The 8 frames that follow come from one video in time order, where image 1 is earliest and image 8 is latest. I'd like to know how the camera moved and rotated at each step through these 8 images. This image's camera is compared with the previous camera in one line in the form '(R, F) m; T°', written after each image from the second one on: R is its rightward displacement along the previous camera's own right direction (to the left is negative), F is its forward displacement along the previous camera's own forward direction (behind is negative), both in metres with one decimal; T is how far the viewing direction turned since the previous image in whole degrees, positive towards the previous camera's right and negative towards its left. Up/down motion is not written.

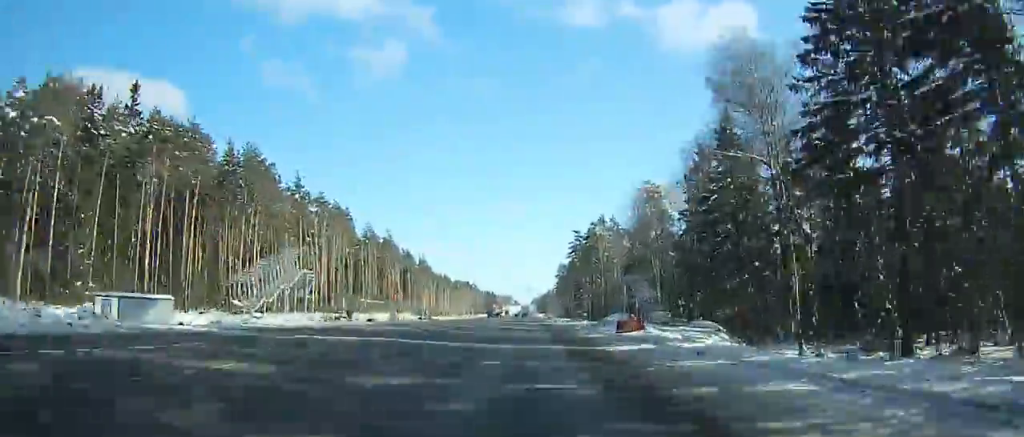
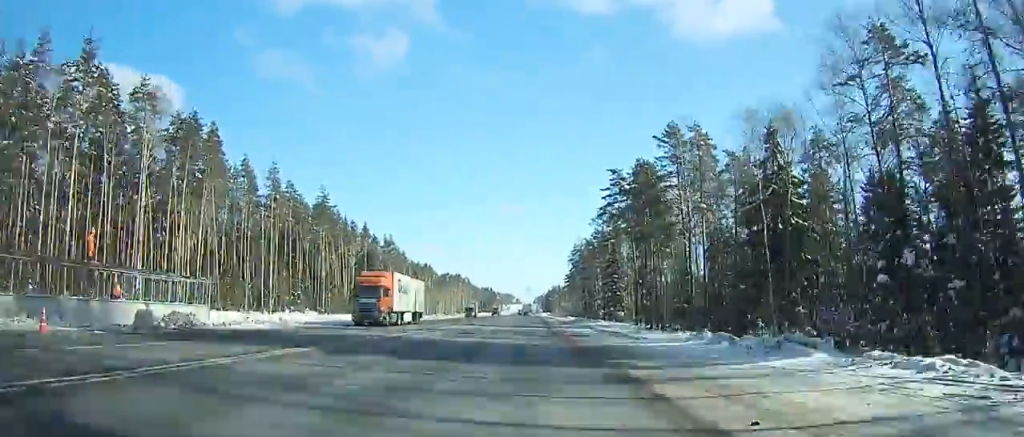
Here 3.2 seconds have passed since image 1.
(+1.1, +71.8) m; +1°
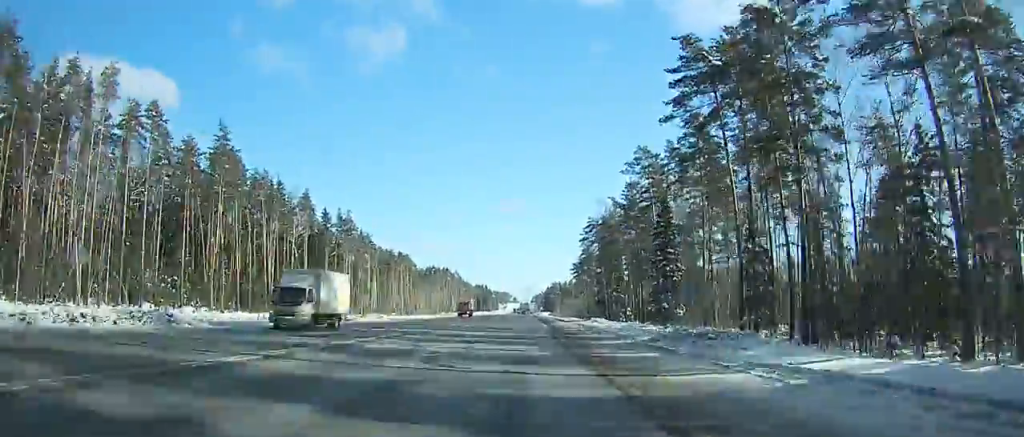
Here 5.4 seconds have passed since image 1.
(0.0, +49.9) m; 0°
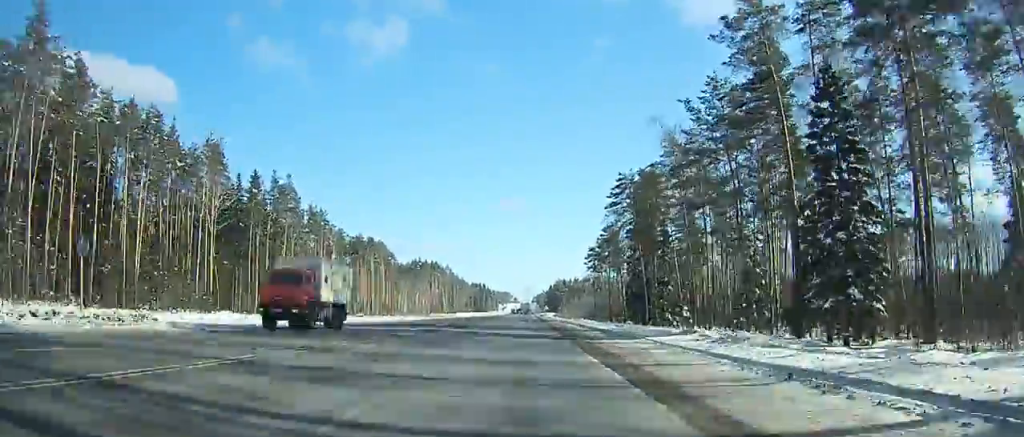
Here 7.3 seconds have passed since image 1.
(+0.1, +43.7) m; 0°
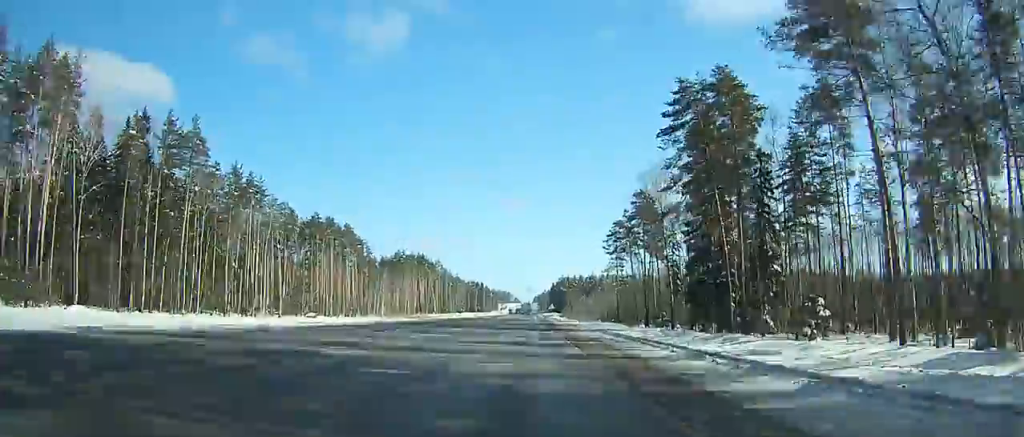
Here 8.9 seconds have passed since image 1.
(0.0, +37.0) m; 0°
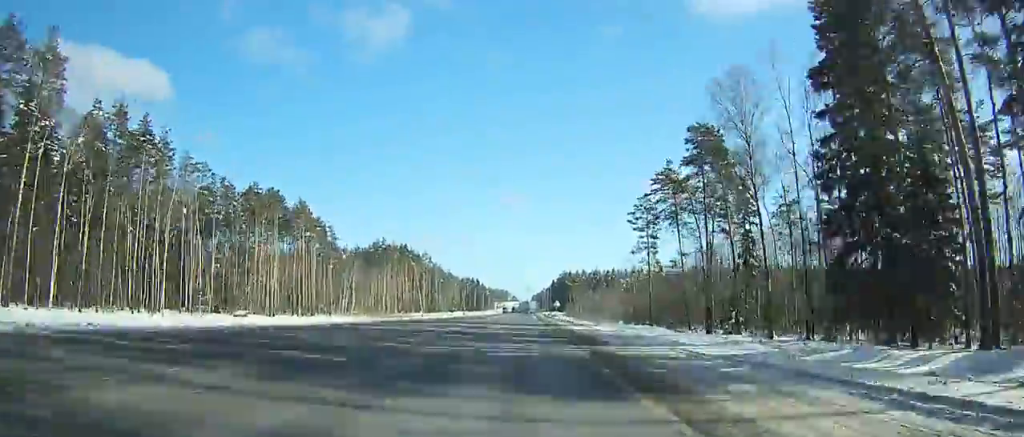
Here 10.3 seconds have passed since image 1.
(-0.1, +32.6) m; 0°
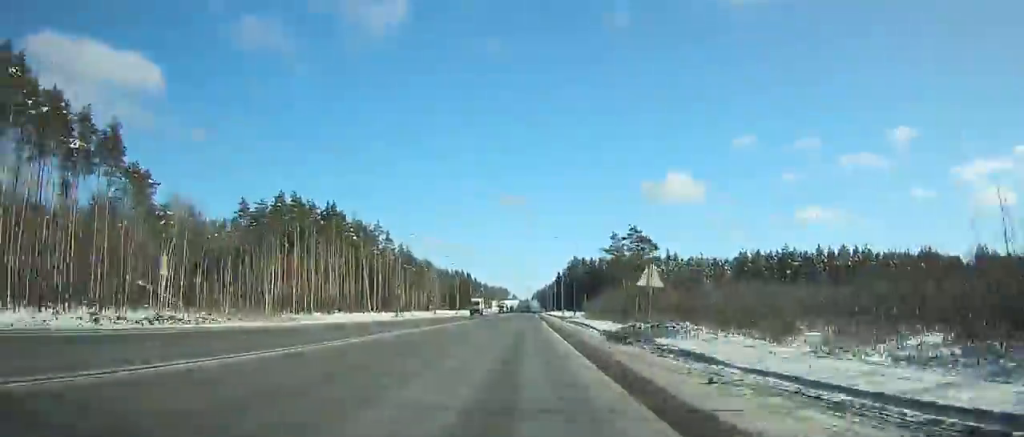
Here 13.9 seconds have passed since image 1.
(+0.3, +84.3) m; 0°
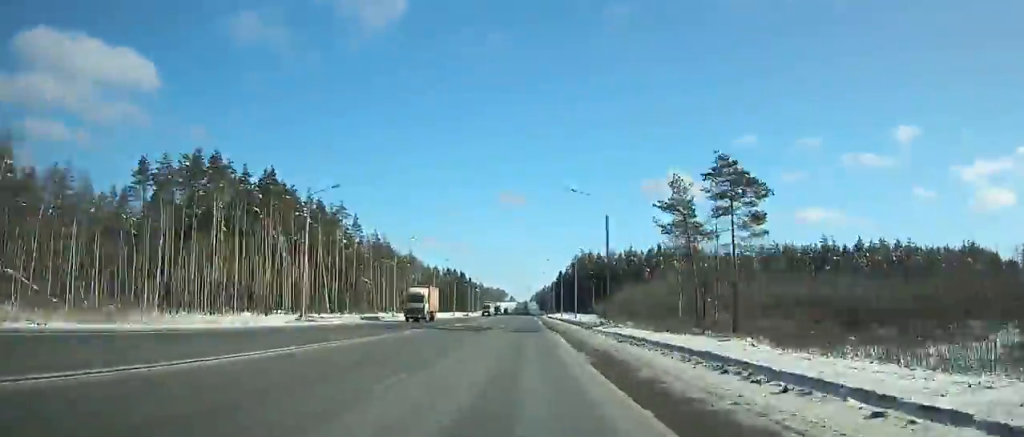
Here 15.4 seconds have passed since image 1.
(-0.1, +35.3) m; 0°
